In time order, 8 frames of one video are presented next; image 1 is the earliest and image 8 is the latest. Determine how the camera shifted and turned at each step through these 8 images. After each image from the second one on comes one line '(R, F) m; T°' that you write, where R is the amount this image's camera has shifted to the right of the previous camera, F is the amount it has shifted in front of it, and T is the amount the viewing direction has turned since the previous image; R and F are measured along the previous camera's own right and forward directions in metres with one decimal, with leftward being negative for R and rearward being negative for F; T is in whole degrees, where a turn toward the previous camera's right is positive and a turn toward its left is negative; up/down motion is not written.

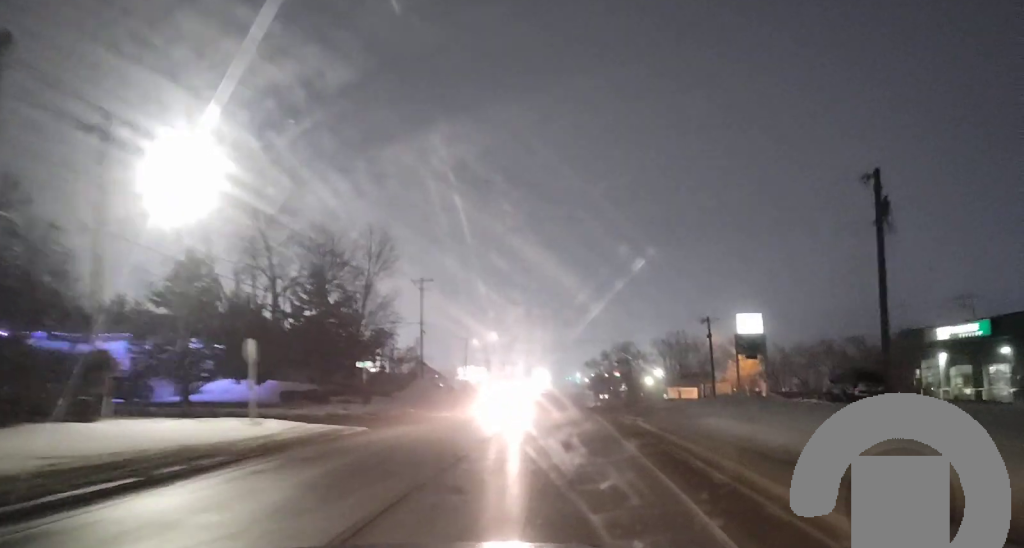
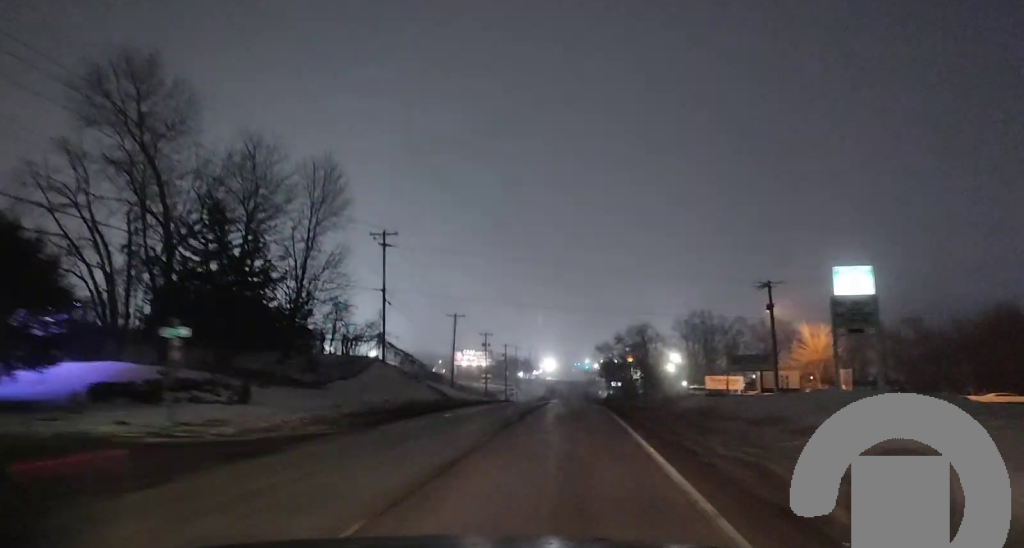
(-0.1, +22.6) m; 0°
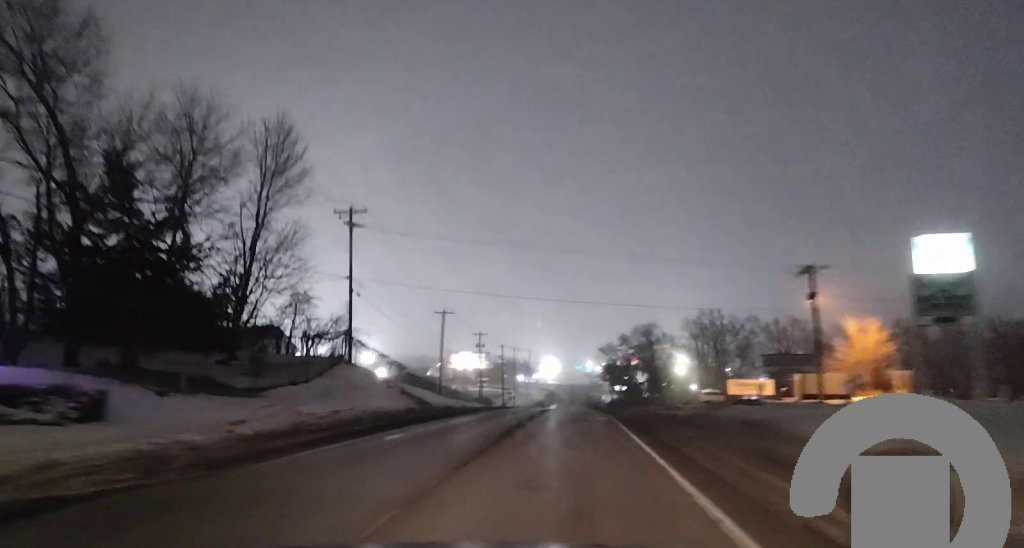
(0.0, +10.4) m; -1°
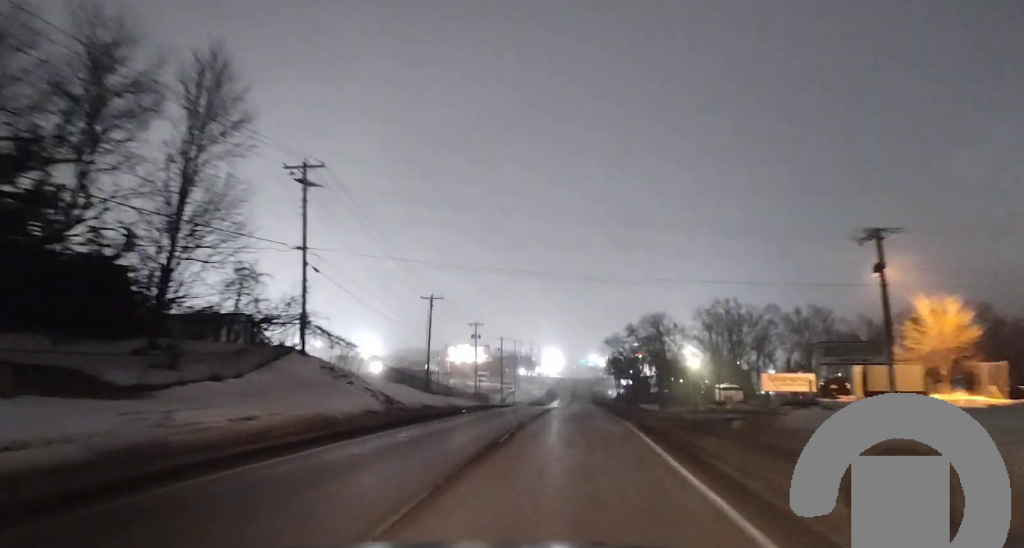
(-0.1, +11.7) m; -1°
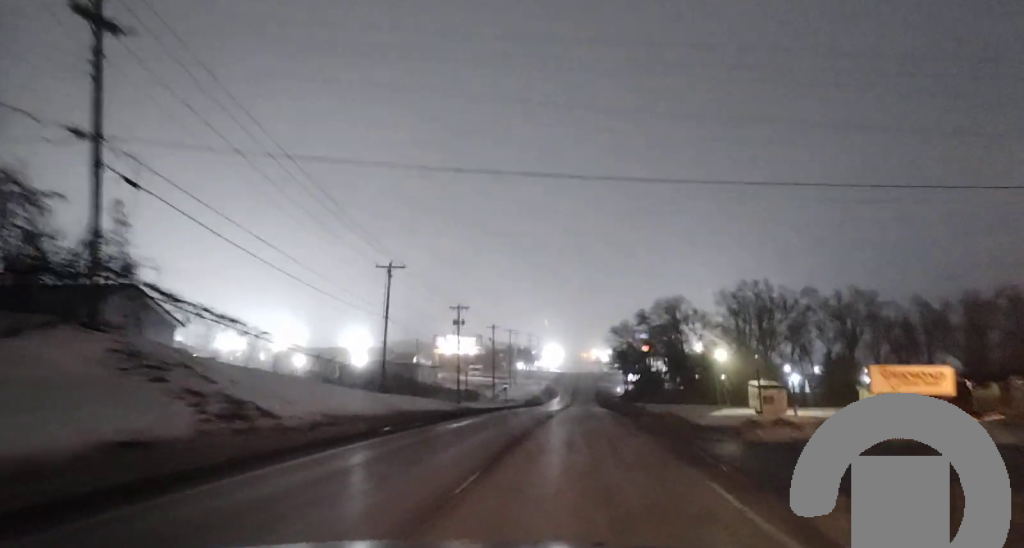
(-0.2, +20.4) m; 0°
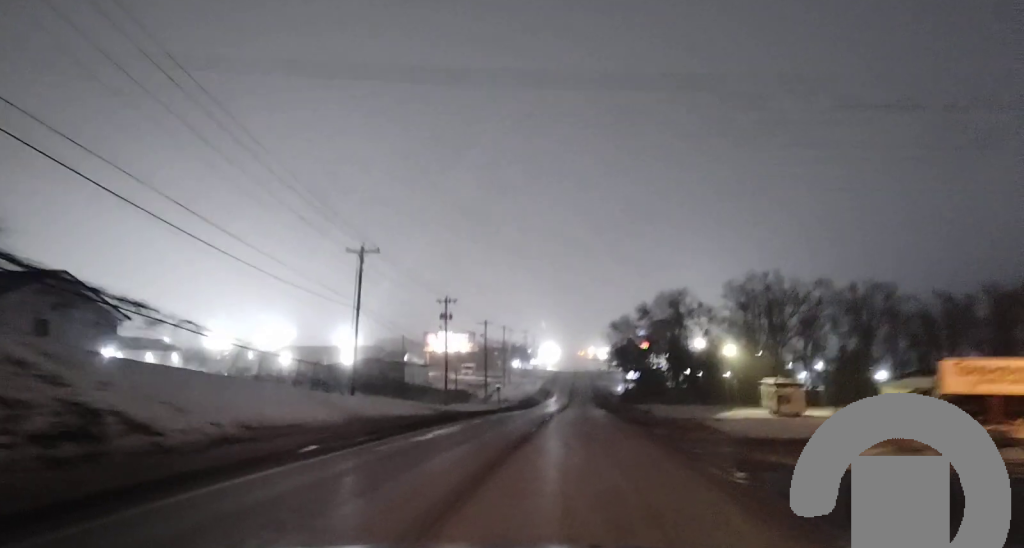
(0.0, +7.4) m; 0°
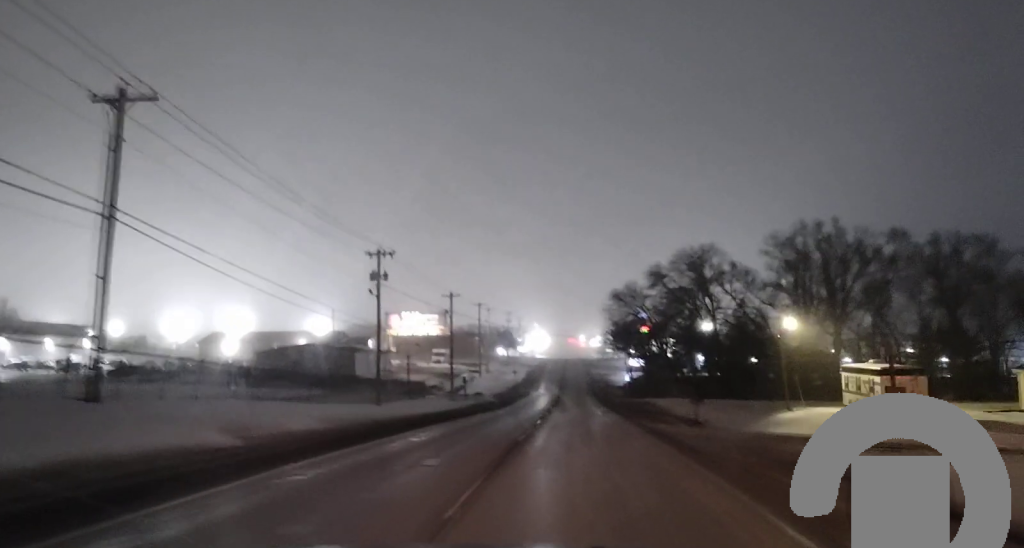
(-0.2, +30.2) m; 0°
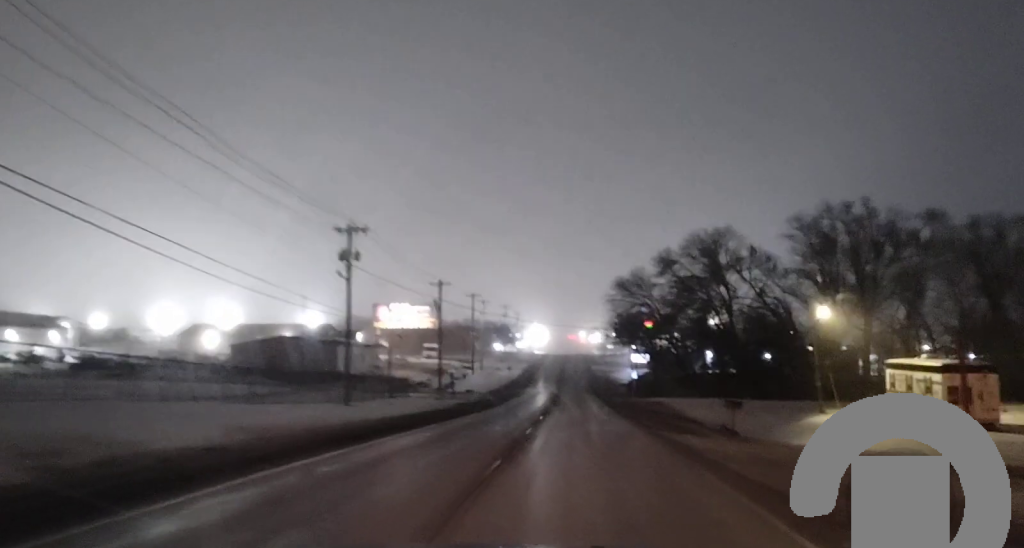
(+0.1, +8.3) m; +1°
